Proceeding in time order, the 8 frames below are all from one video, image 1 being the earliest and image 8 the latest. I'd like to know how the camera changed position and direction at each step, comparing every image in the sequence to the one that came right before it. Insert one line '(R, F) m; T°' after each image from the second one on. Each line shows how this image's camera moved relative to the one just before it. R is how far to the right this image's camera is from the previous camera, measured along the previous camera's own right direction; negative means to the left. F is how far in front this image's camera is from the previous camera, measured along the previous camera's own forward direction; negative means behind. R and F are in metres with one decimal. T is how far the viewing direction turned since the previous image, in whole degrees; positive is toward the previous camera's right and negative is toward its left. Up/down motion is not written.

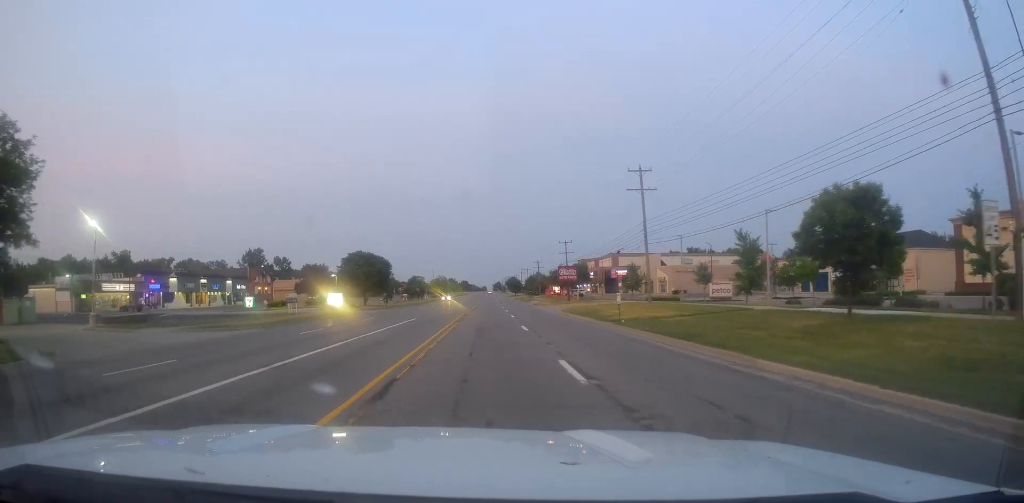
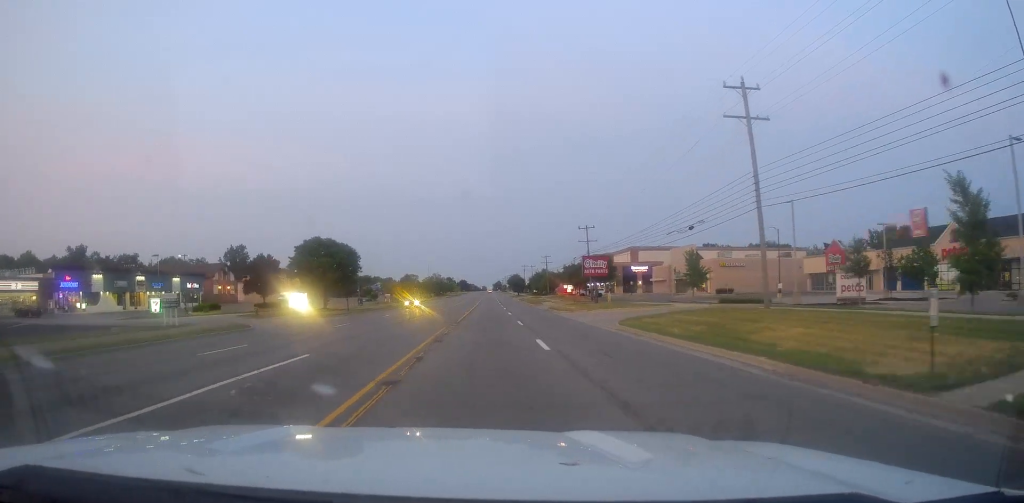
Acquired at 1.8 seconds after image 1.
(+0.6, +20.7) m; +2°
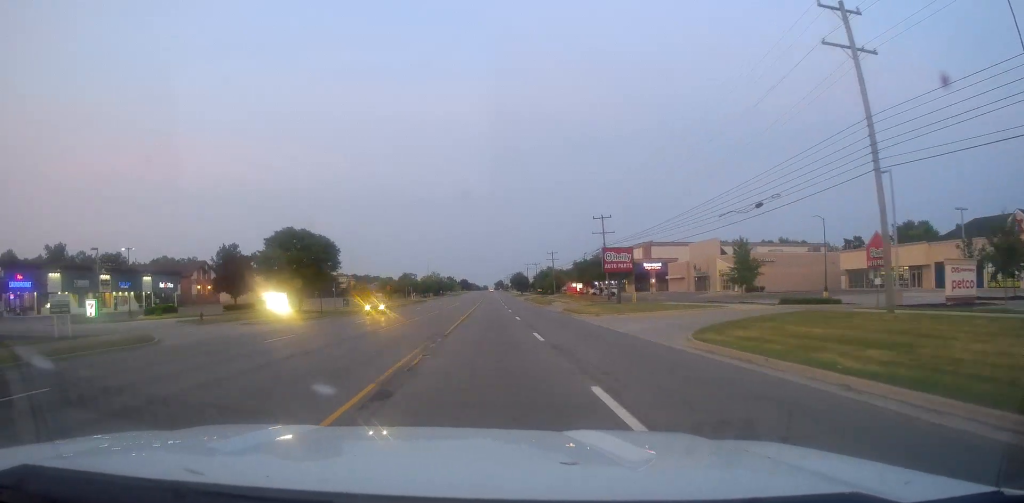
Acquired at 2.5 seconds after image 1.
(-0.2, +9.6) m; 0°
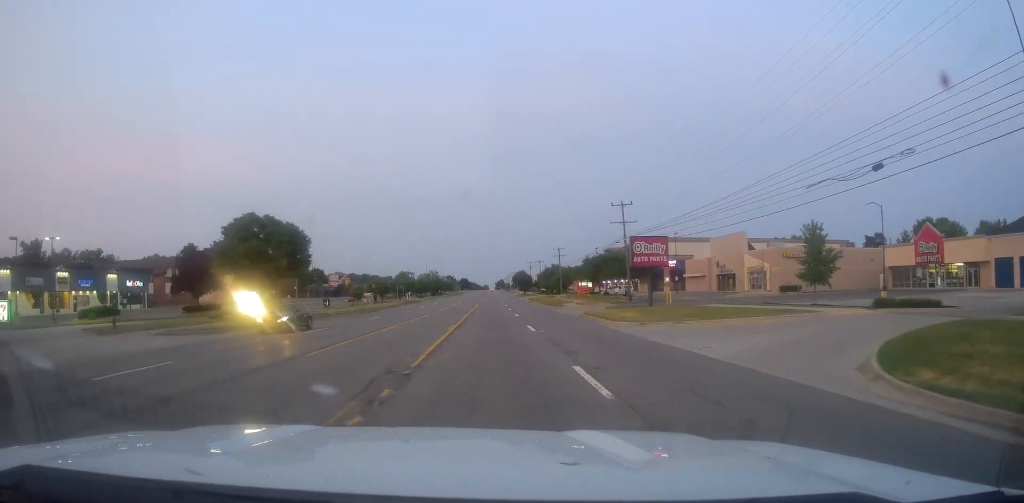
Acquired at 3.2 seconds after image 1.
(+0.3, +10.1) m; -1°
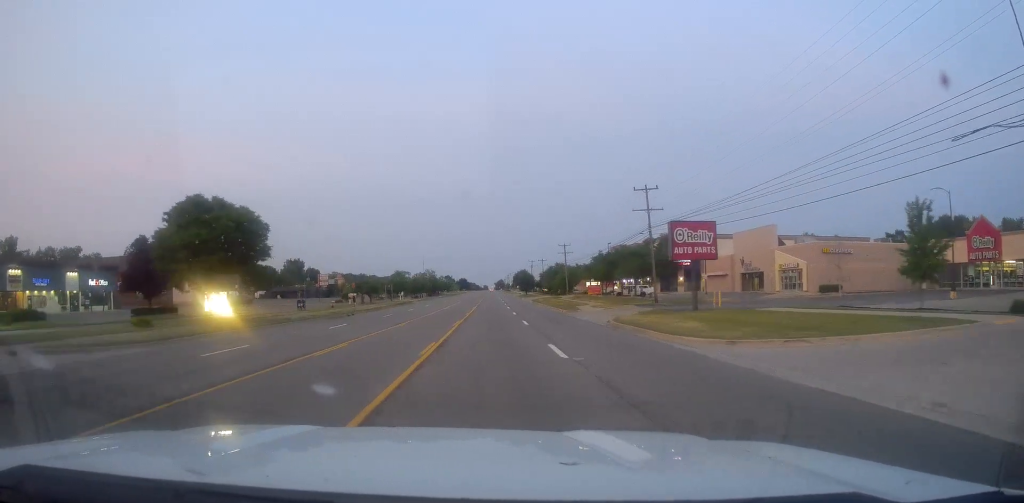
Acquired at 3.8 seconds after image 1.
(-0.2, +9.6) m; 0°
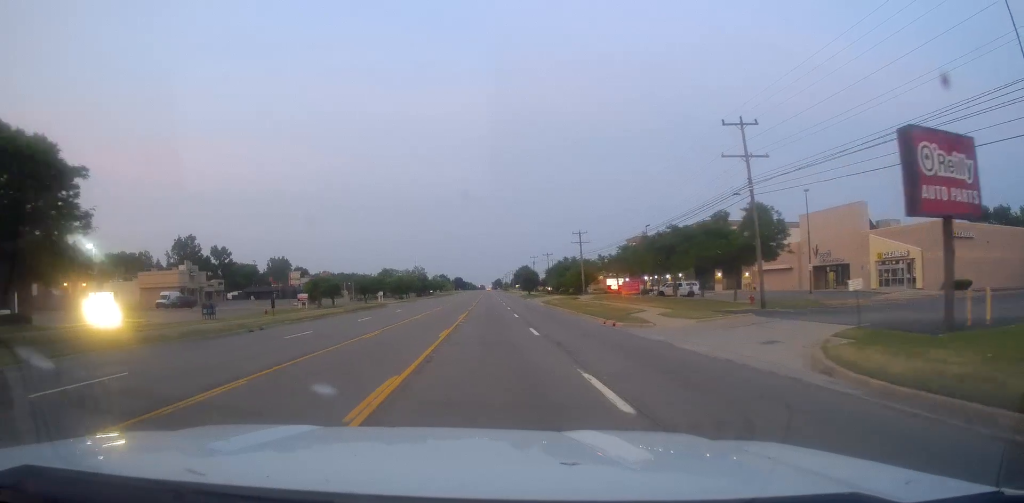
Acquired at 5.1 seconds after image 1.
(+0.1, +20.9) m; +1°
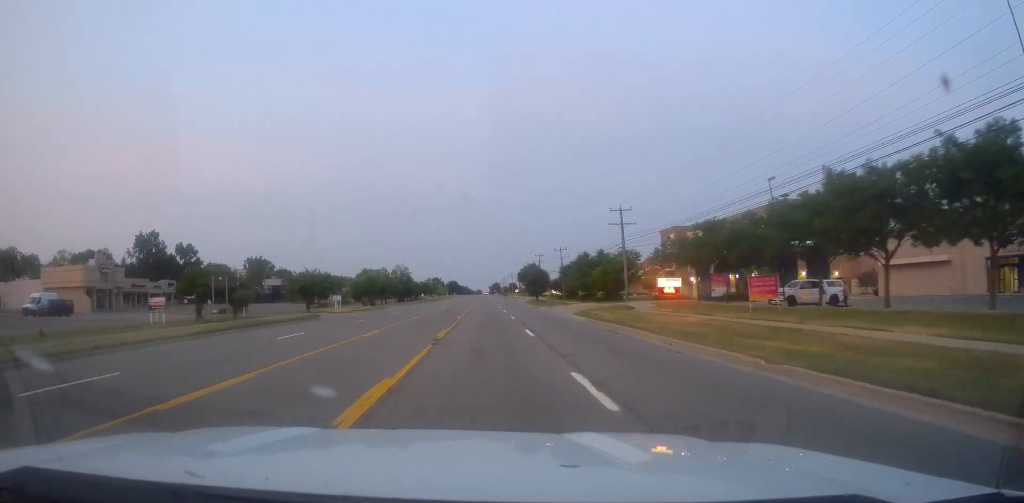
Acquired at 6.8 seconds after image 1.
(+0.1, +28.4) m; 0°
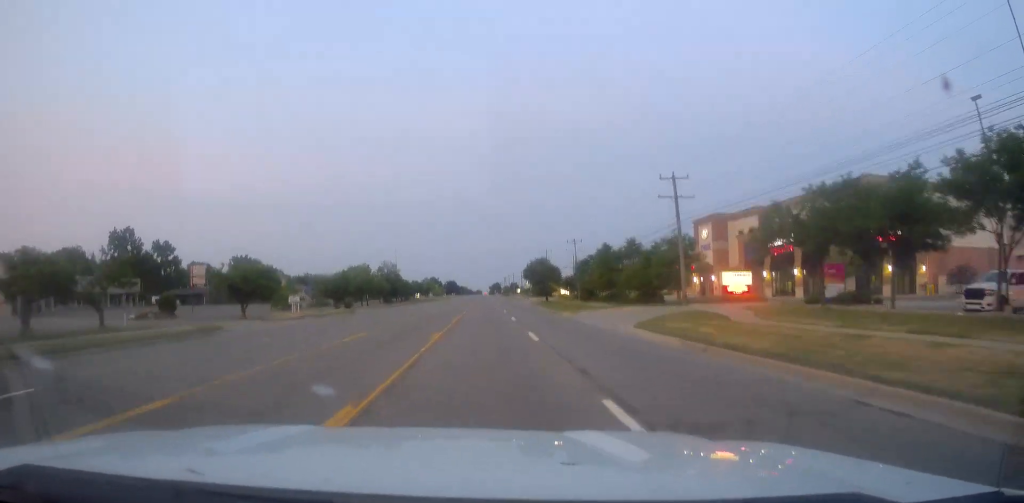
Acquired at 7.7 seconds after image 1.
(0.0, +17.8) m; -1°
